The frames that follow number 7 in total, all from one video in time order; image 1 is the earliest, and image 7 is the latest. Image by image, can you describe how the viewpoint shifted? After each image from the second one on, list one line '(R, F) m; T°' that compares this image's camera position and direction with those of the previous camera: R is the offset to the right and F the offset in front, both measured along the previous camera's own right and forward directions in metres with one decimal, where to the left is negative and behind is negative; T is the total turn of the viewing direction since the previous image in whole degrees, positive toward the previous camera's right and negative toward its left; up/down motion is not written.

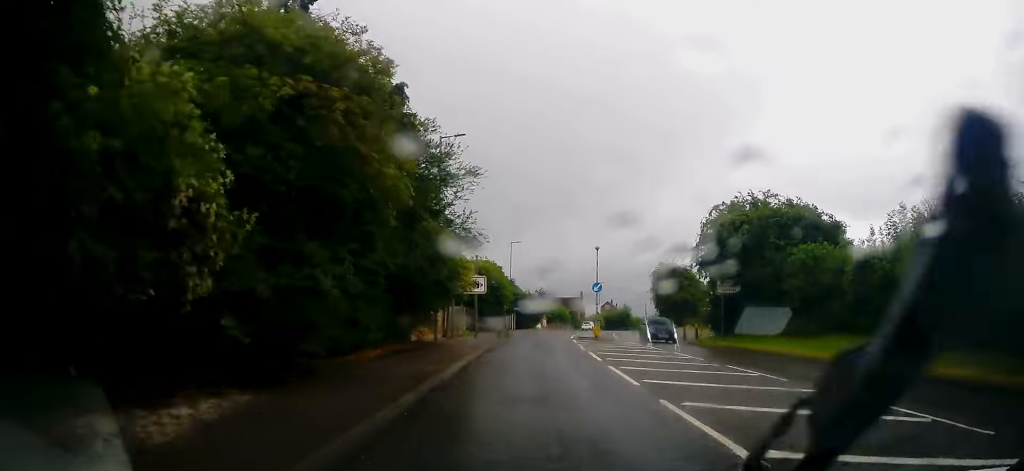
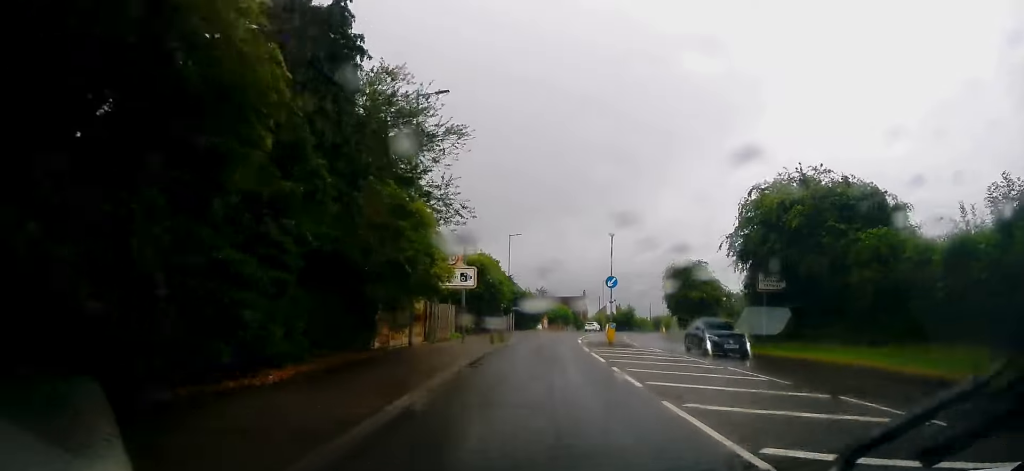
(0.0, +6.2) m; -1°
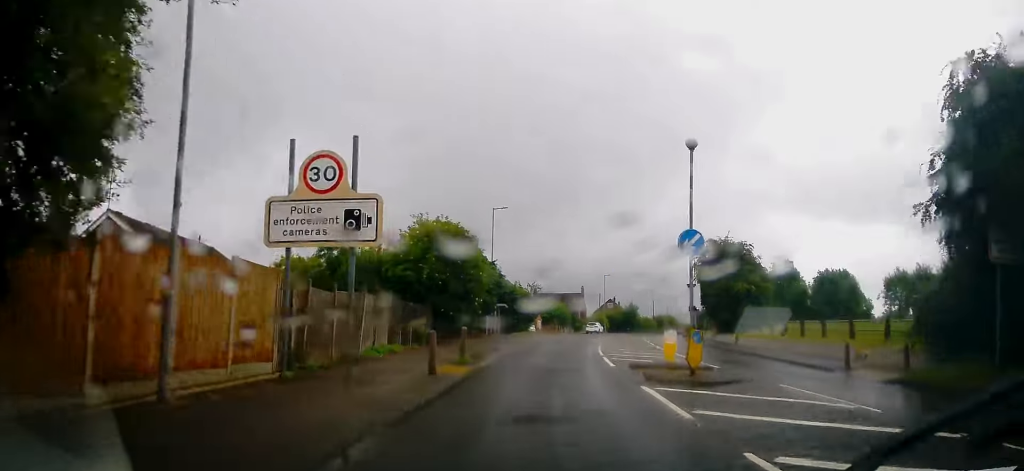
(0.0, +15.9) m; +2°
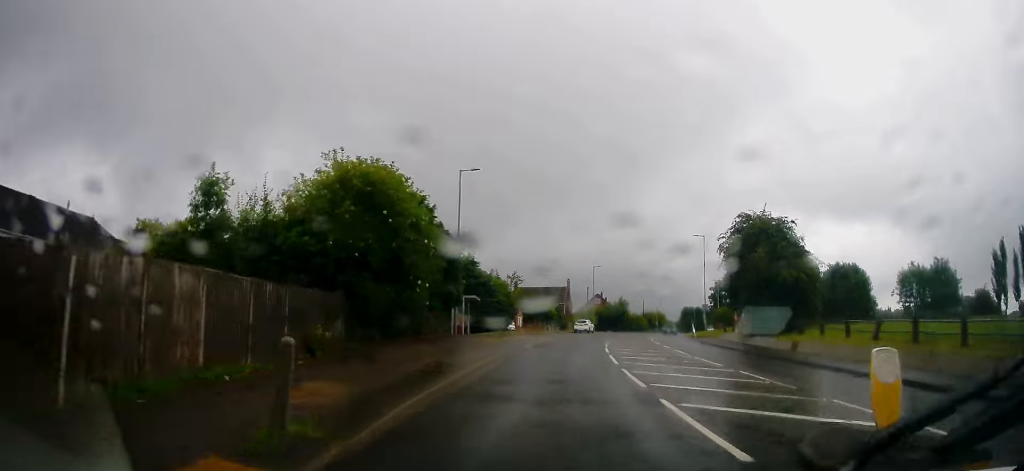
(+0.4, +11.6) m; +3°
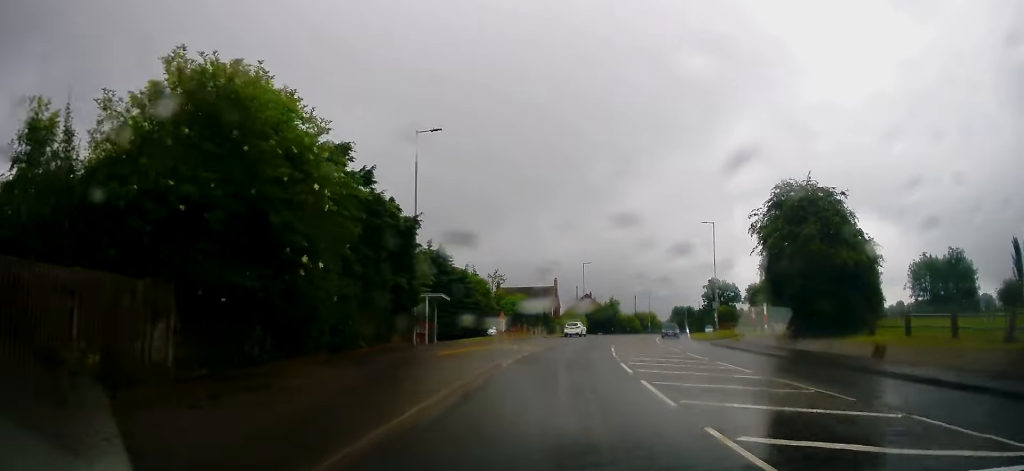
(0.0, +8.5) m; +1°
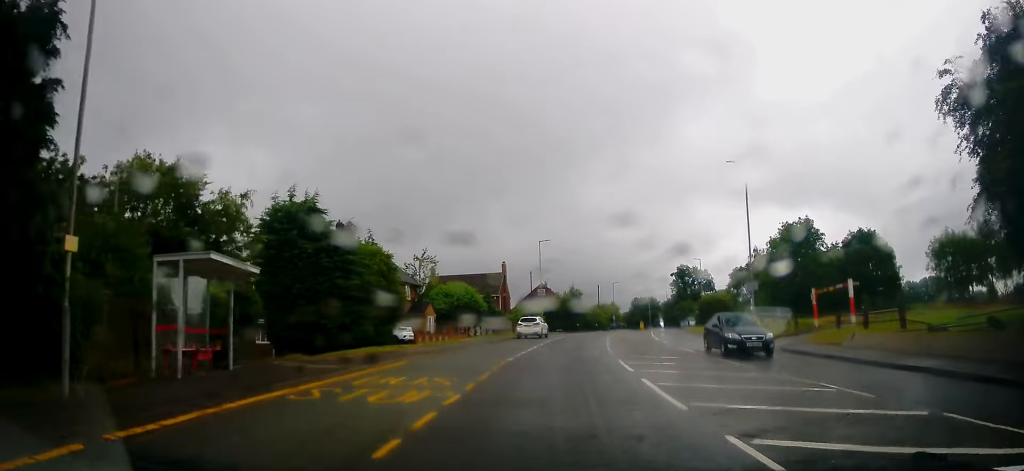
(0.0, +19.1) m; +2°
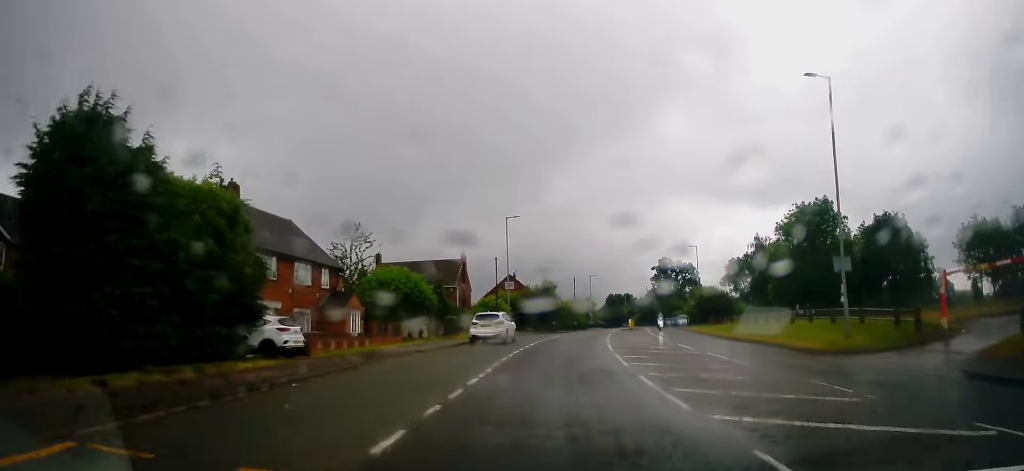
(+1.0, +13.4) m; +5°
